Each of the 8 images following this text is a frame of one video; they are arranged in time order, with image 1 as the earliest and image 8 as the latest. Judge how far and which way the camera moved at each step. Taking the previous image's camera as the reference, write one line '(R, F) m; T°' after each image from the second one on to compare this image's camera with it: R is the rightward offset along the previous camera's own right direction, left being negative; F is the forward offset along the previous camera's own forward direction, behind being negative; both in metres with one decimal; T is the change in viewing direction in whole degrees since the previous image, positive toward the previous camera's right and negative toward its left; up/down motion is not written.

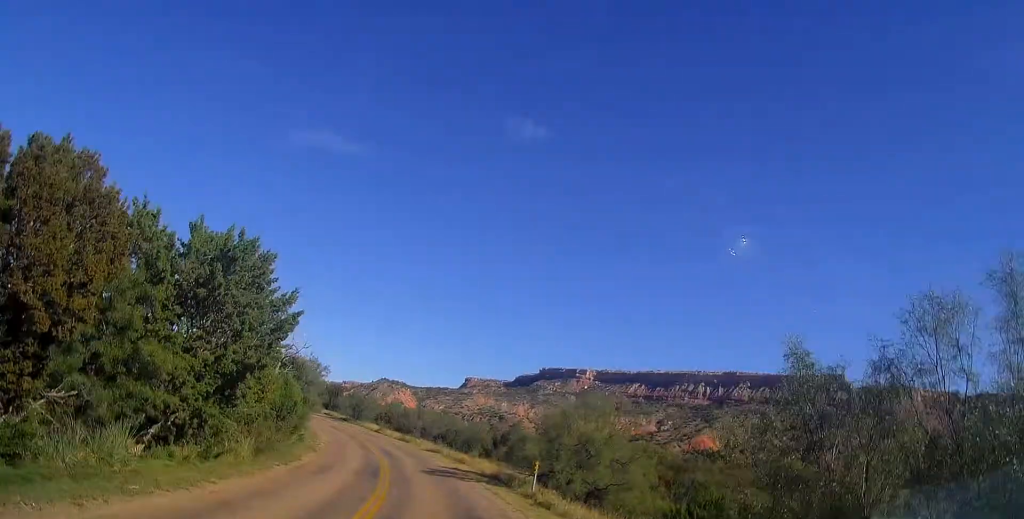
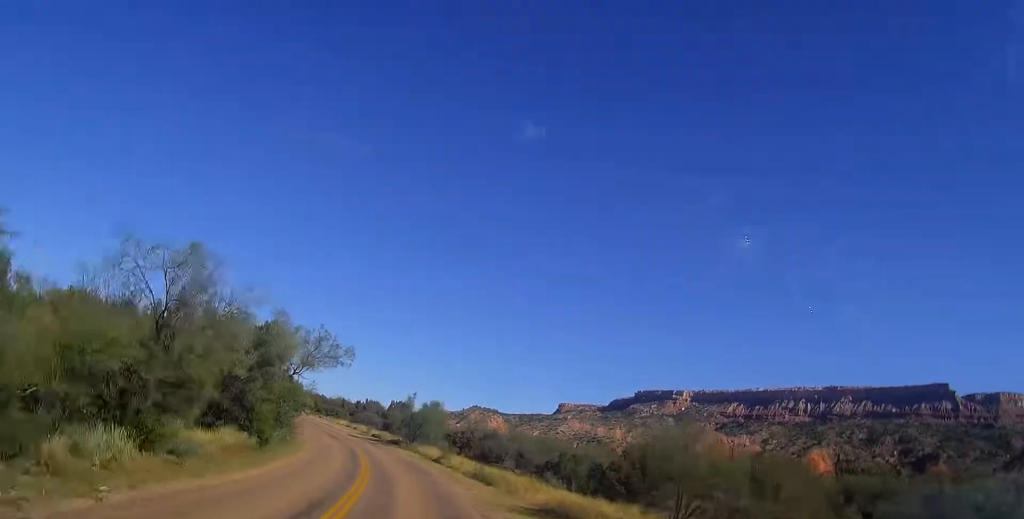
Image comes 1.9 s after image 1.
(-0.5, +32.4) m; -6°
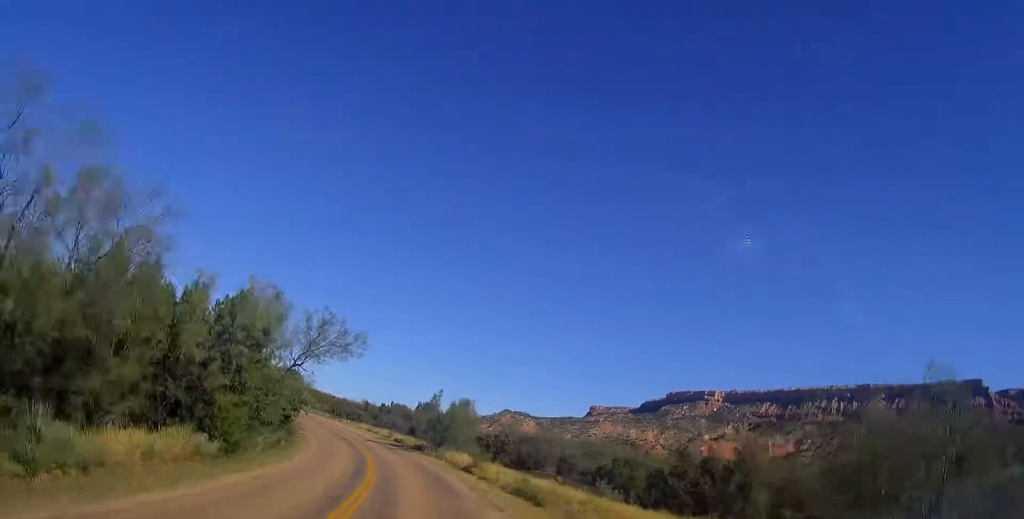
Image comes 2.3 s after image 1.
(-0.5, +8.1) m; -4°
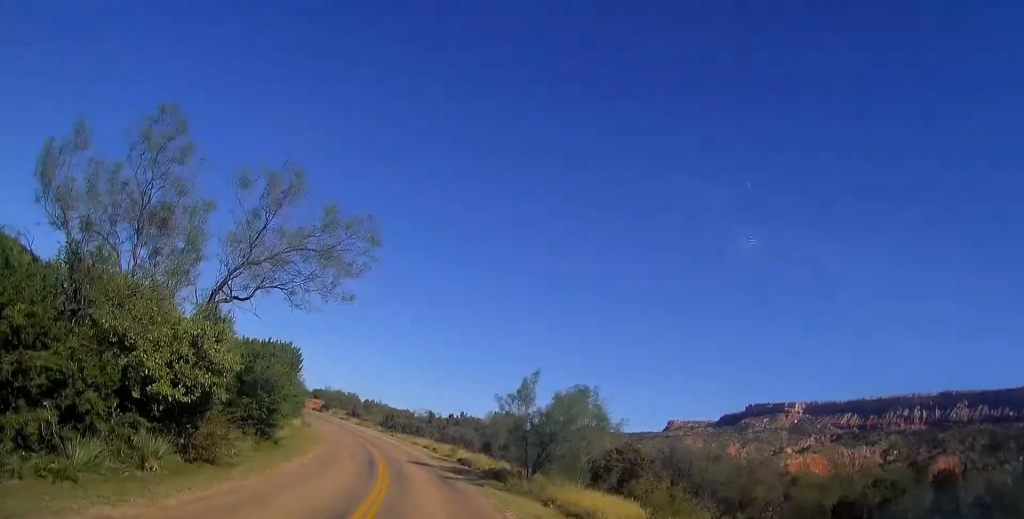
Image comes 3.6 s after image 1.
(-1.4, +20.9) m; -9°
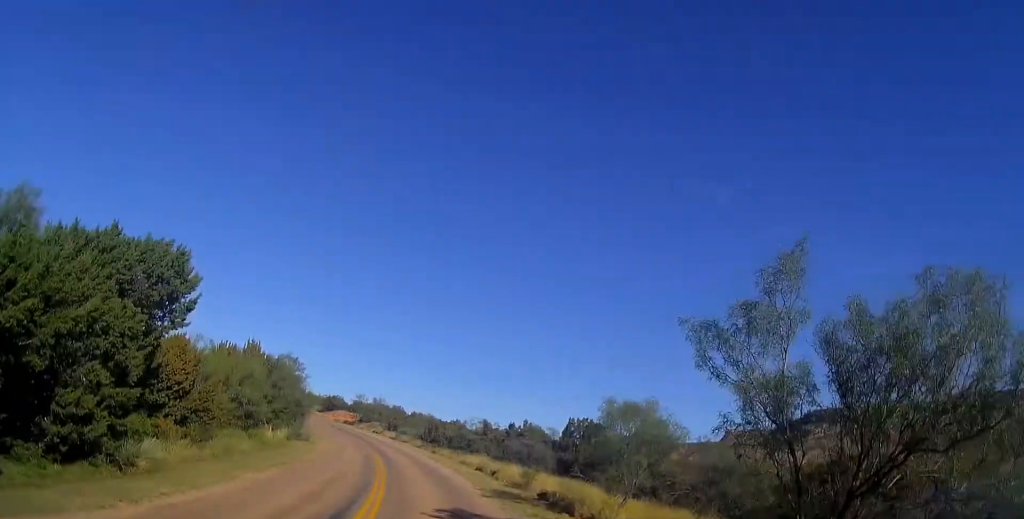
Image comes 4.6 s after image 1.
(-1.4, +17.8) m; -4°
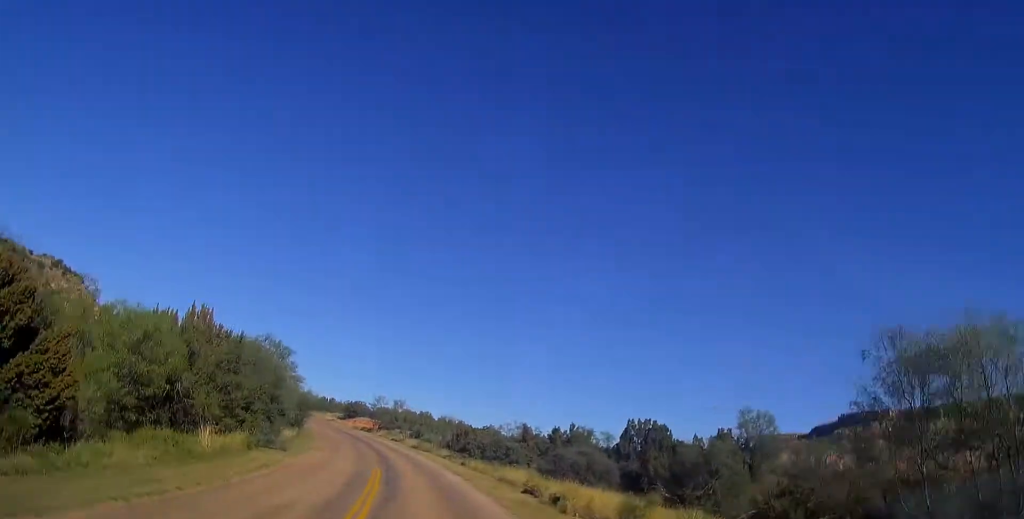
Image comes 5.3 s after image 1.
(+0.2, +11.0) m; -2°
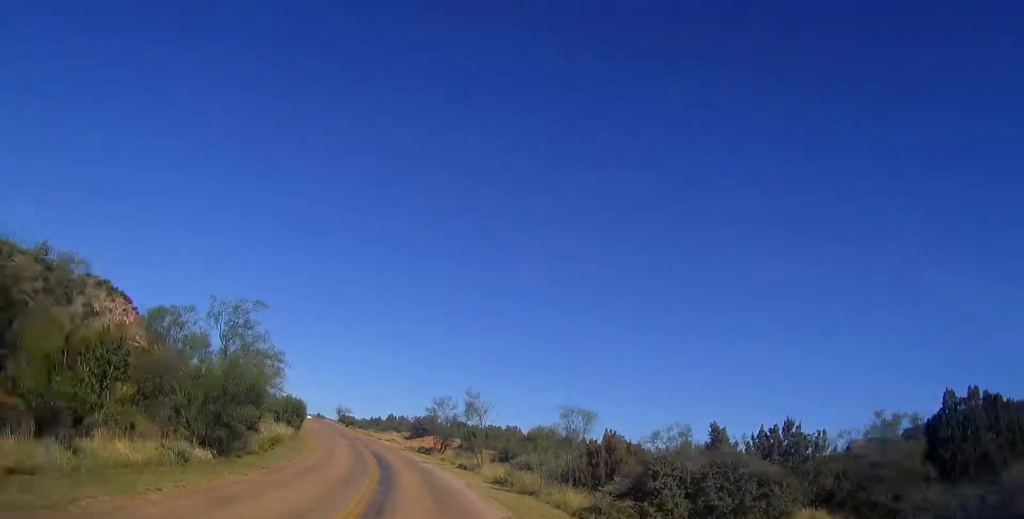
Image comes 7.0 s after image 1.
(-2.4, +27.9) m; -10°
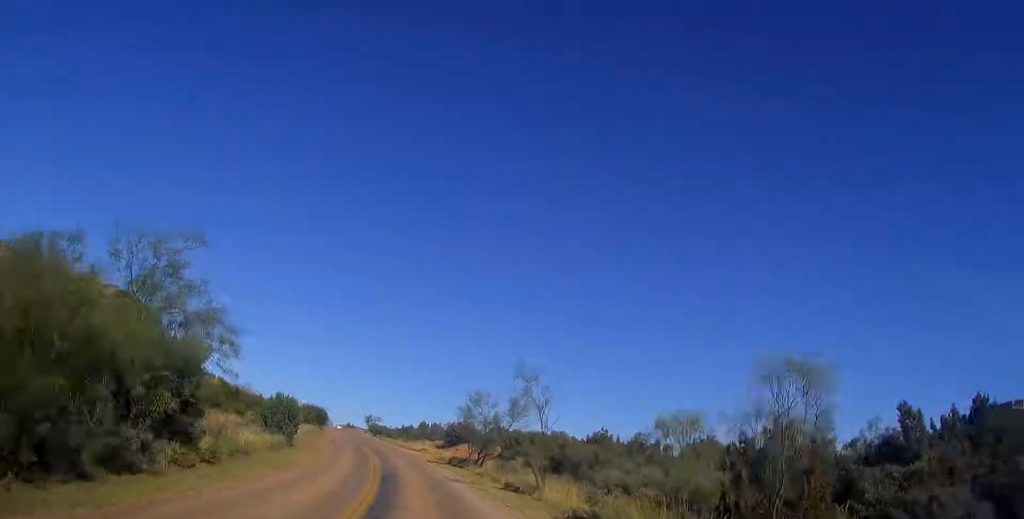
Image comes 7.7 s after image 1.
(-0.3, +11.0) m; -2°
